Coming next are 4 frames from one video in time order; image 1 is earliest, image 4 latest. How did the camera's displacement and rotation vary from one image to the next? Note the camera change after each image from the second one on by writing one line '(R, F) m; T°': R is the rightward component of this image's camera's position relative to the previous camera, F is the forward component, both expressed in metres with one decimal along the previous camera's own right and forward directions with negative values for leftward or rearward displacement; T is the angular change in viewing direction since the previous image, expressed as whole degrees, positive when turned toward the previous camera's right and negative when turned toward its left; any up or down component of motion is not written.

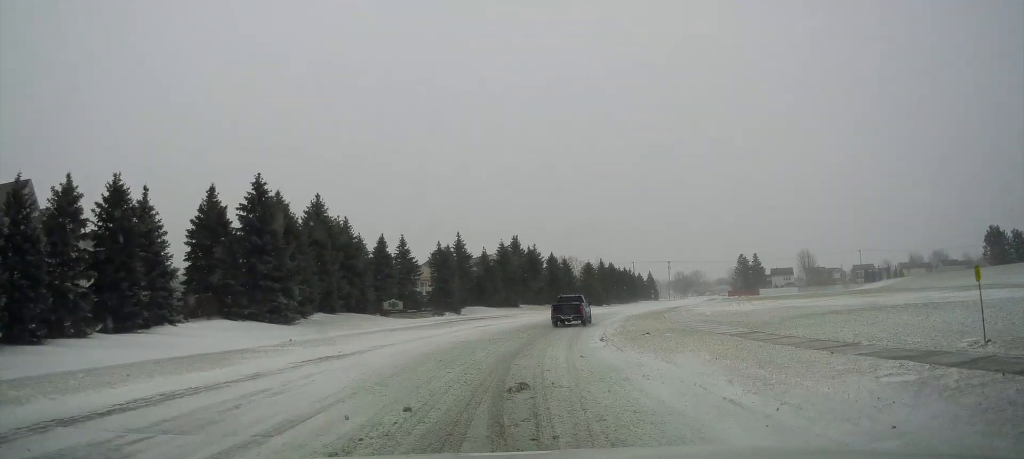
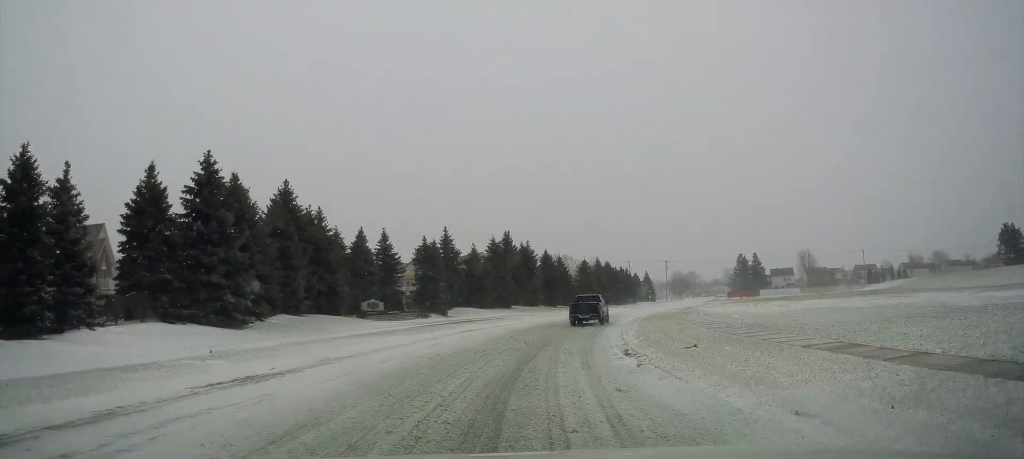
(+0.1, +6.3) m; +1°
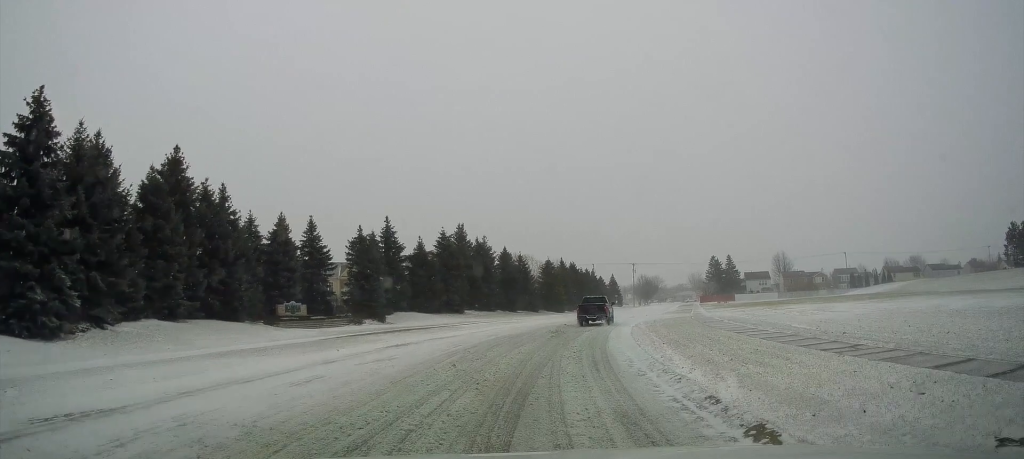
(+0.2, +12.3) m; +4°
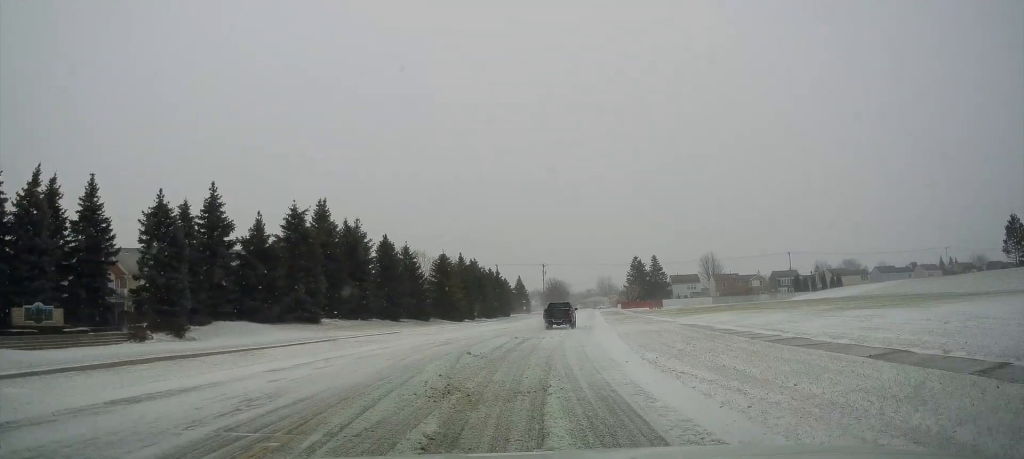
(+2.4, +21.5) m; +11°
